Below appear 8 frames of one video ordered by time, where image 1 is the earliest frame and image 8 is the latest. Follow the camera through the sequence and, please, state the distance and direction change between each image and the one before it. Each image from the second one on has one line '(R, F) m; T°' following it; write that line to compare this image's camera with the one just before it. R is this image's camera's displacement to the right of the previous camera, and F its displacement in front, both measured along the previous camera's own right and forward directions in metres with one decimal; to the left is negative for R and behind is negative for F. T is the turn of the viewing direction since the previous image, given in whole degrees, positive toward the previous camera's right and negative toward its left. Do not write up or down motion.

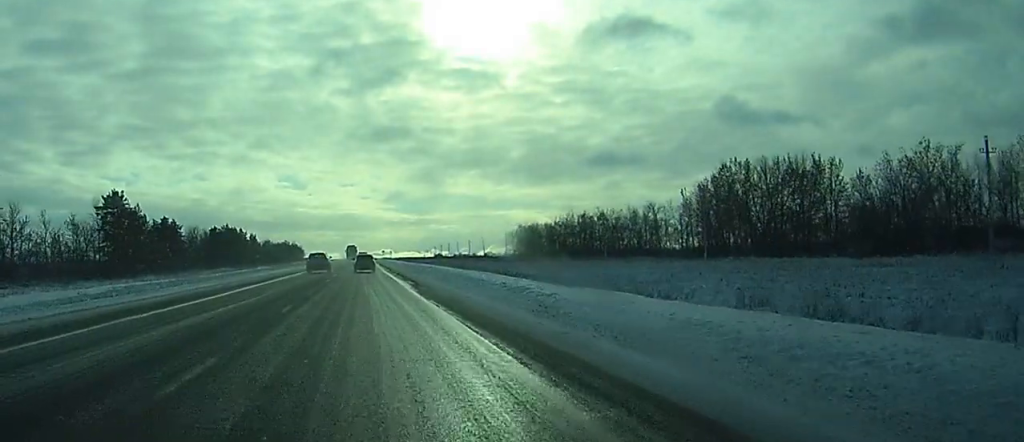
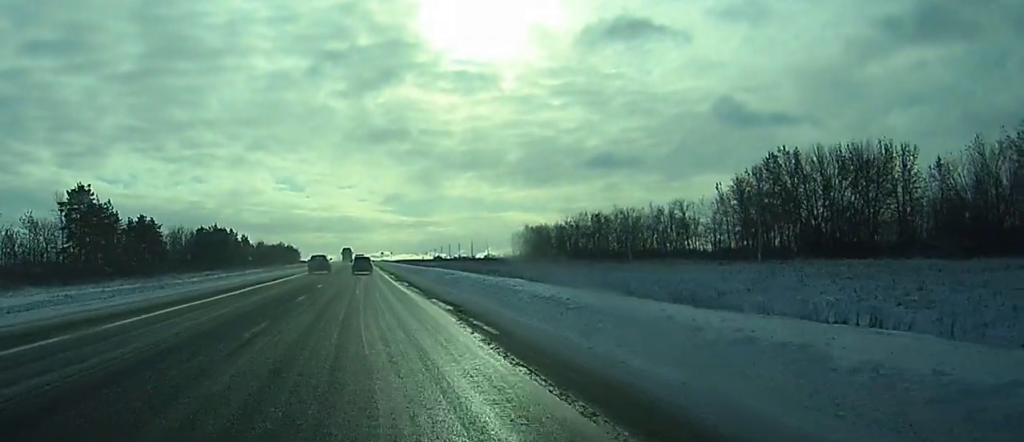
(0.0, +17.0) m; 0°
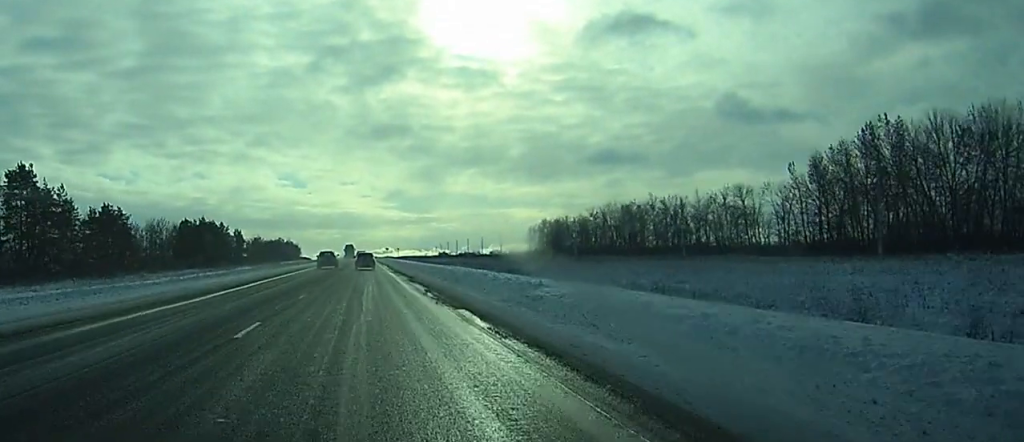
(0.0, +24.2) m; 0°
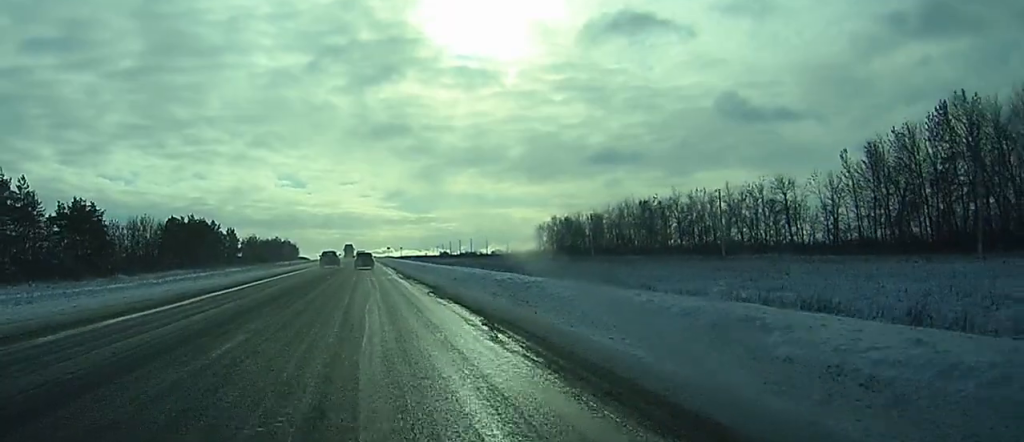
(0.0, +14.0) m; 0°
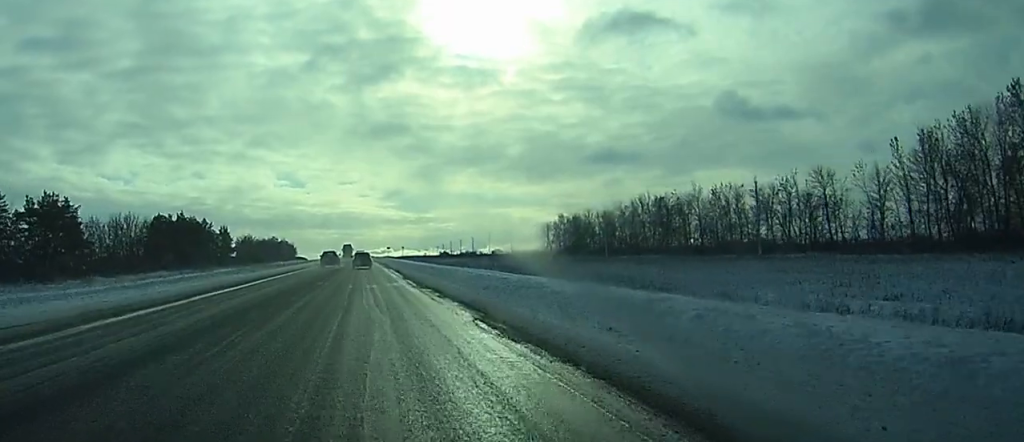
(0.0, +11.3) m; 0°
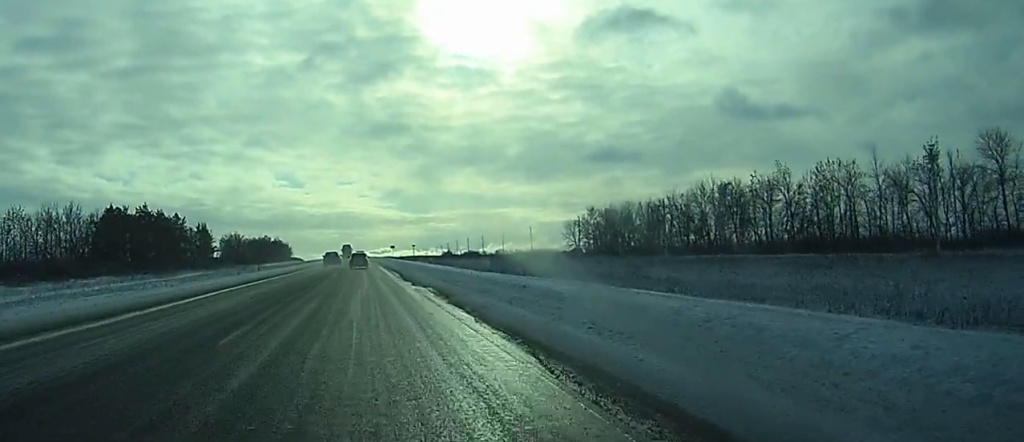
(0.0, +34.4) m; 0°
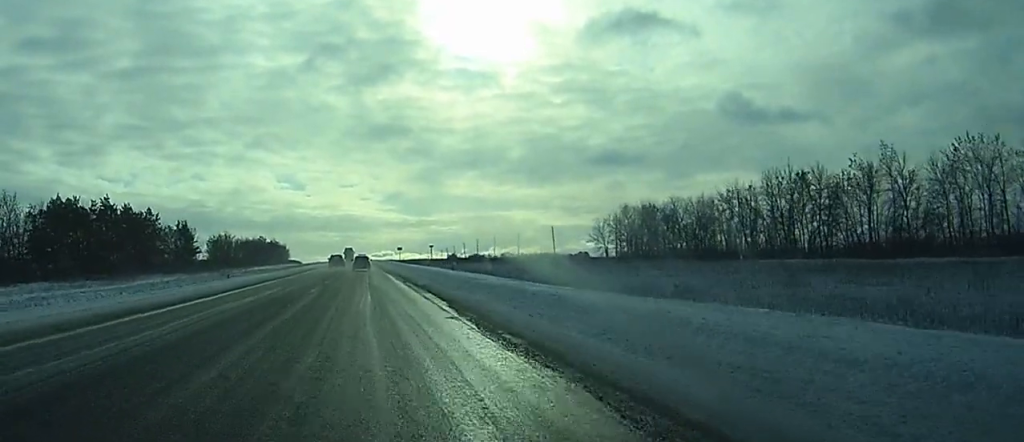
(0.0, +27.5) m; 0°
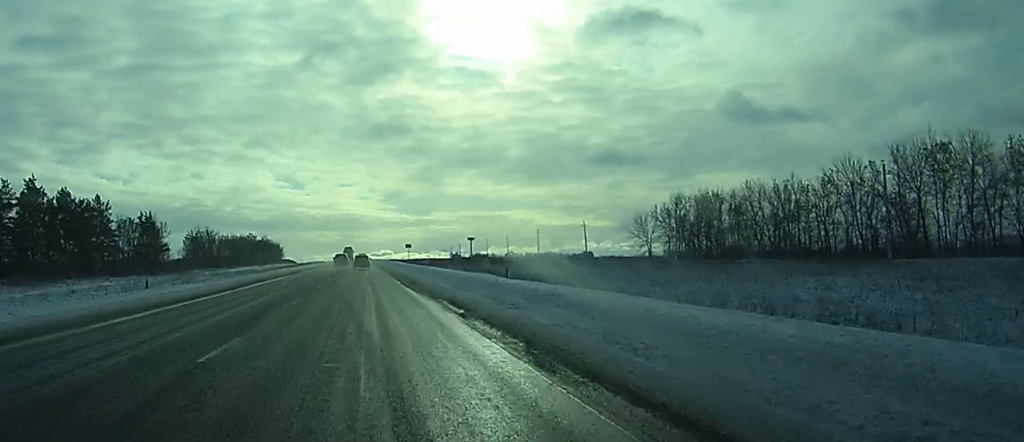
(0.0, +33.4) m; 0°
